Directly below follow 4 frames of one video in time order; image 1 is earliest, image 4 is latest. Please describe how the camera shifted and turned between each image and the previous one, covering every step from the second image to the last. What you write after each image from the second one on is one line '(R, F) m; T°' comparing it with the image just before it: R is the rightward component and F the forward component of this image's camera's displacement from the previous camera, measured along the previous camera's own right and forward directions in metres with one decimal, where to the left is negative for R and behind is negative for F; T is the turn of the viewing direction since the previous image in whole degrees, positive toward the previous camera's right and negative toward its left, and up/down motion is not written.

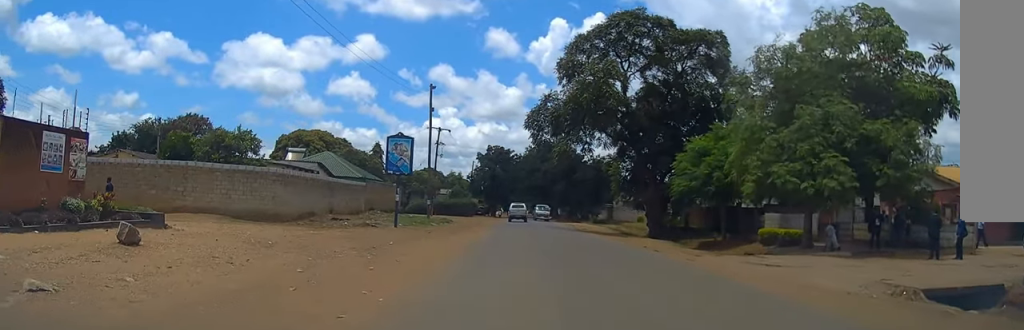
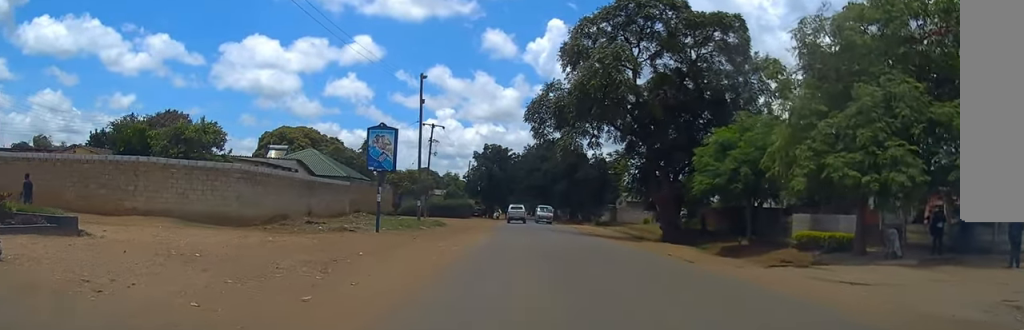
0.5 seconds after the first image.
(+0.1, +4.6) m; +1°
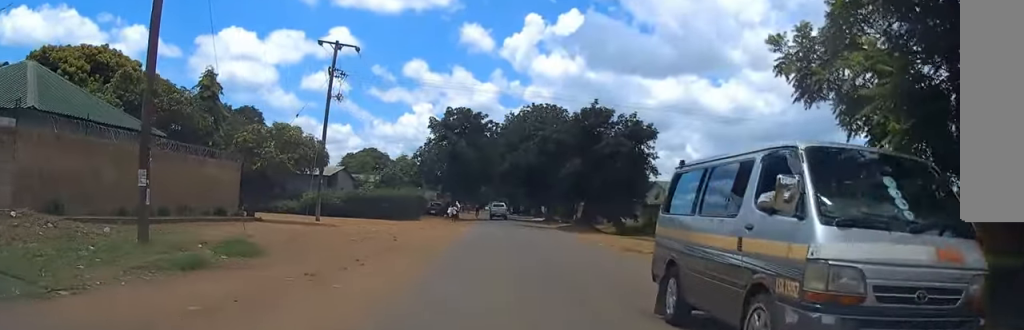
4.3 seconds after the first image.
(+0.1, +34.5) m; +1°
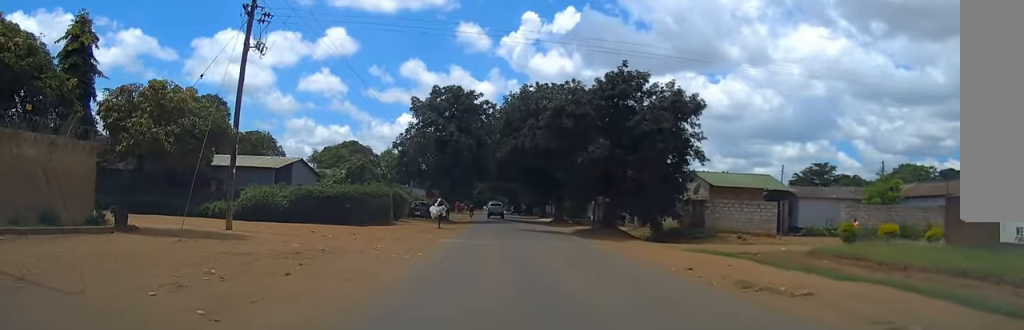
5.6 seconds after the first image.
(+0.1, +12.8) m; 0°
